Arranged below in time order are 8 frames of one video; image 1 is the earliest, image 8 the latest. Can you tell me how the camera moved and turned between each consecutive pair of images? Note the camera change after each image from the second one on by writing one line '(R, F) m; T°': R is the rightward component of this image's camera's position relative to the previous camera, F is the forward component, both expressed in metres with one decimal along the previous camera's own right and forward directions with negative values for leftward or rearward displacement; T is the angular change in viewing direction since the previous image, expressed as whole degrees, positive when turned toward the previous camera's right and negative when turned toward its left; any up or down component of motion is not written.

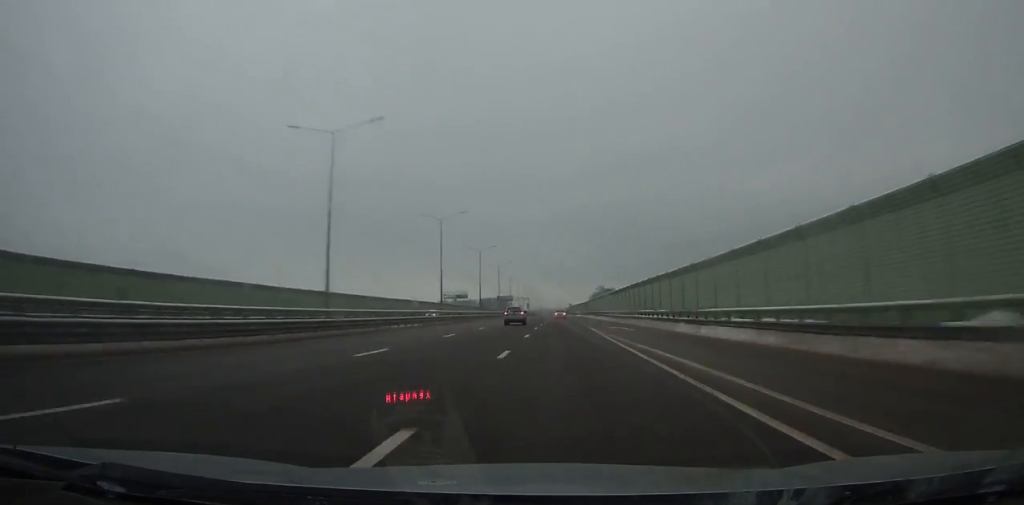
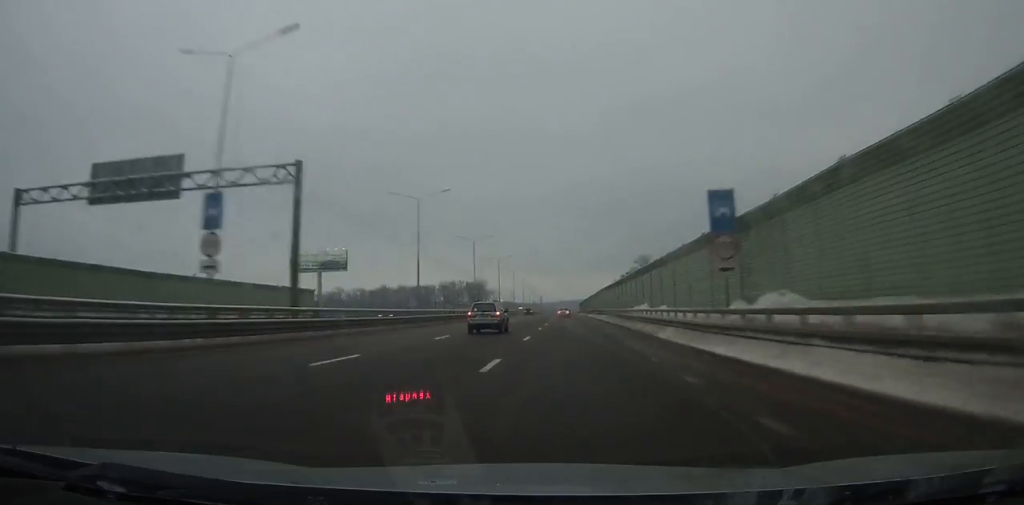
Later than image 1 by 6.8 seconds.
(-0.6, +219.1) m; 0°
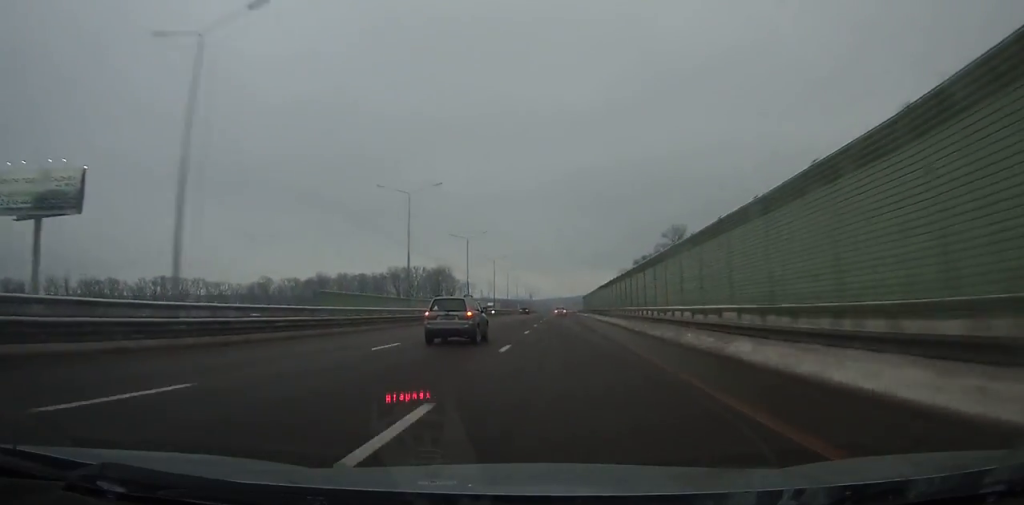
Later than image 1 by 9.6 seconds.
(+0.2, +90.6) m; 0°
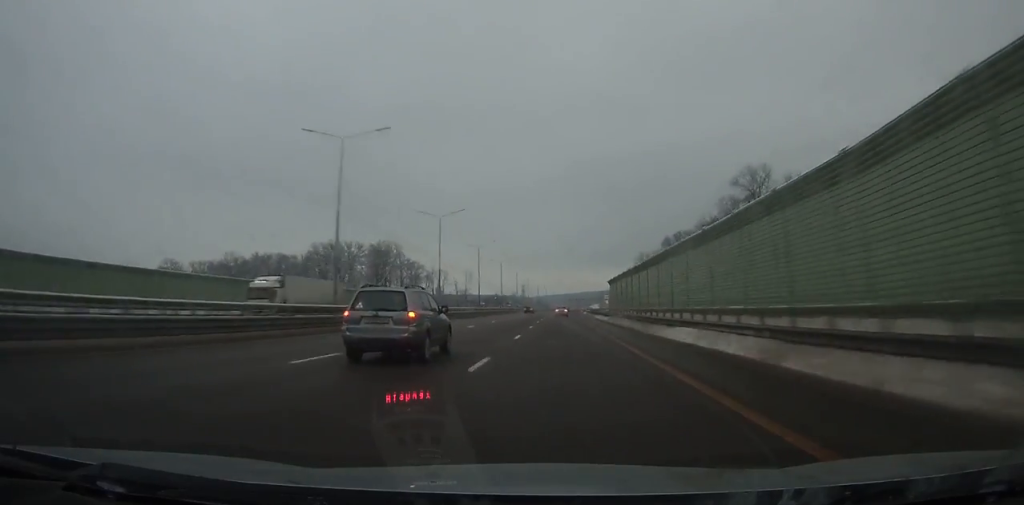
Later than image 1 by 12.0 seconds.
(+0.1, +76.9) m; 0°
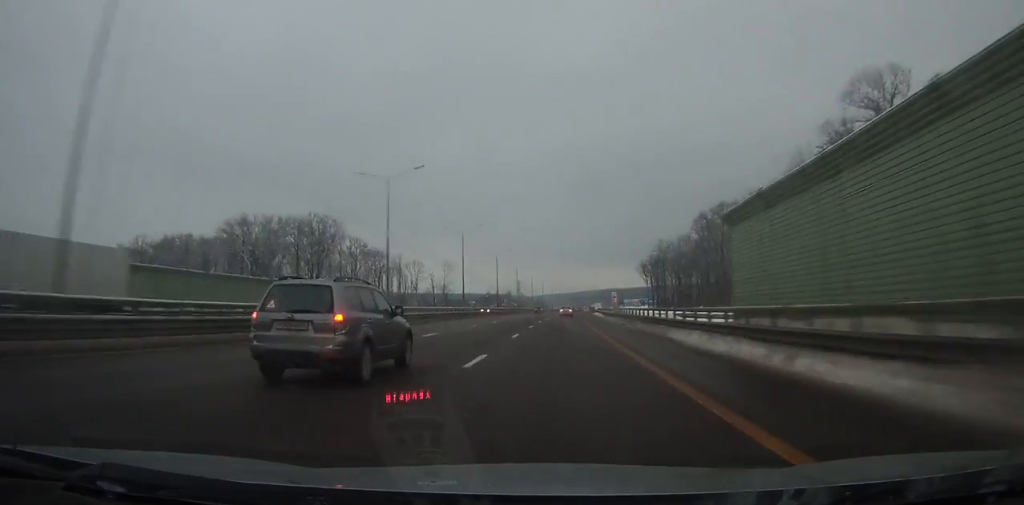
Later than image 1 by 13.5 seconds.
(0.0, +47.7) m; 0°
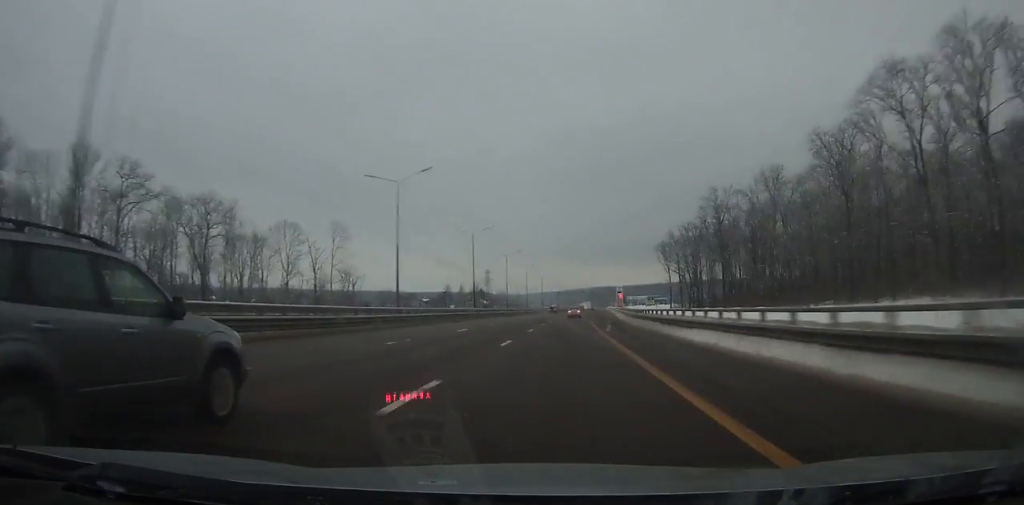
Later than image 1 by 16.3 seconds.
(+0.6, +88.6) m; +2°
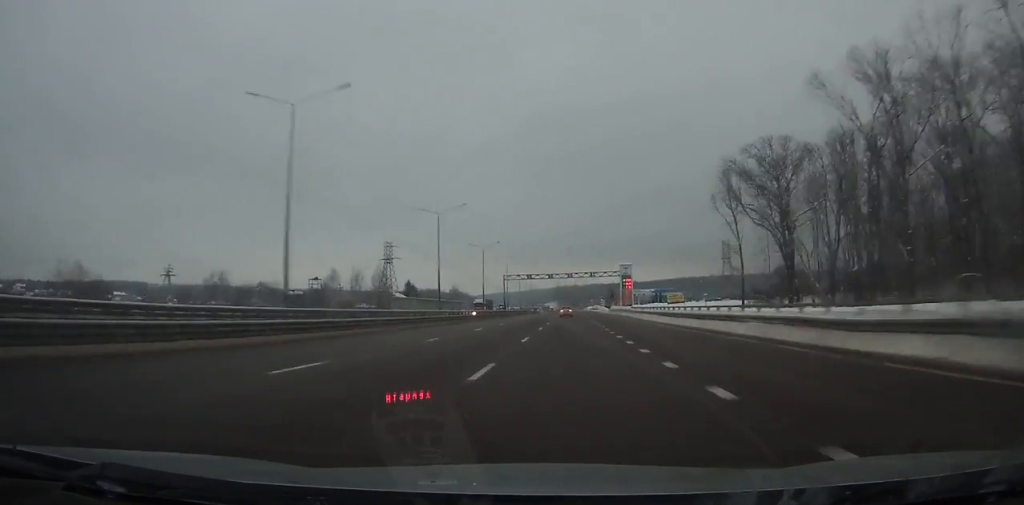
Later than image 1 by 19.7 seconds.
(+2.6, +107.5) m; +2°
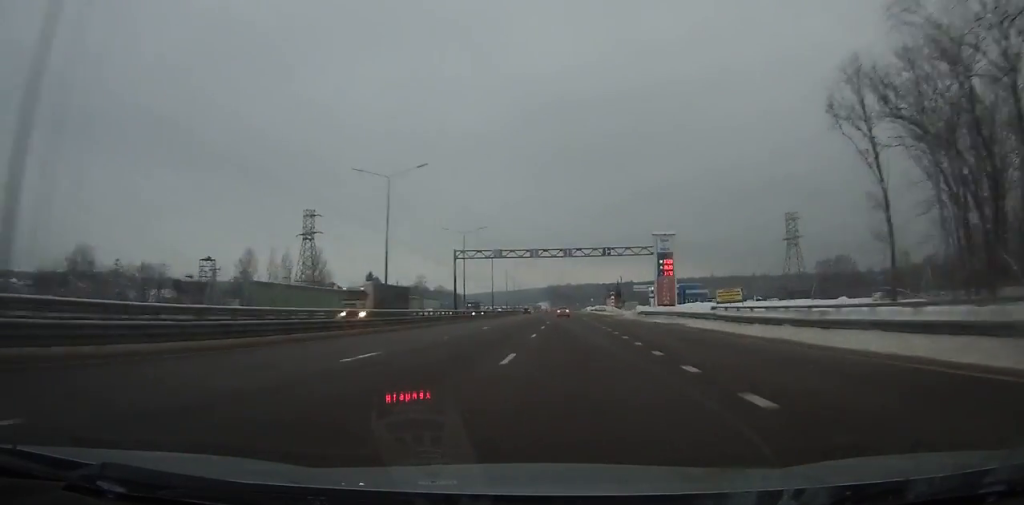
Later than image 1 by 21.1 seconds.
(+0.4, +44.3) m; +1°
